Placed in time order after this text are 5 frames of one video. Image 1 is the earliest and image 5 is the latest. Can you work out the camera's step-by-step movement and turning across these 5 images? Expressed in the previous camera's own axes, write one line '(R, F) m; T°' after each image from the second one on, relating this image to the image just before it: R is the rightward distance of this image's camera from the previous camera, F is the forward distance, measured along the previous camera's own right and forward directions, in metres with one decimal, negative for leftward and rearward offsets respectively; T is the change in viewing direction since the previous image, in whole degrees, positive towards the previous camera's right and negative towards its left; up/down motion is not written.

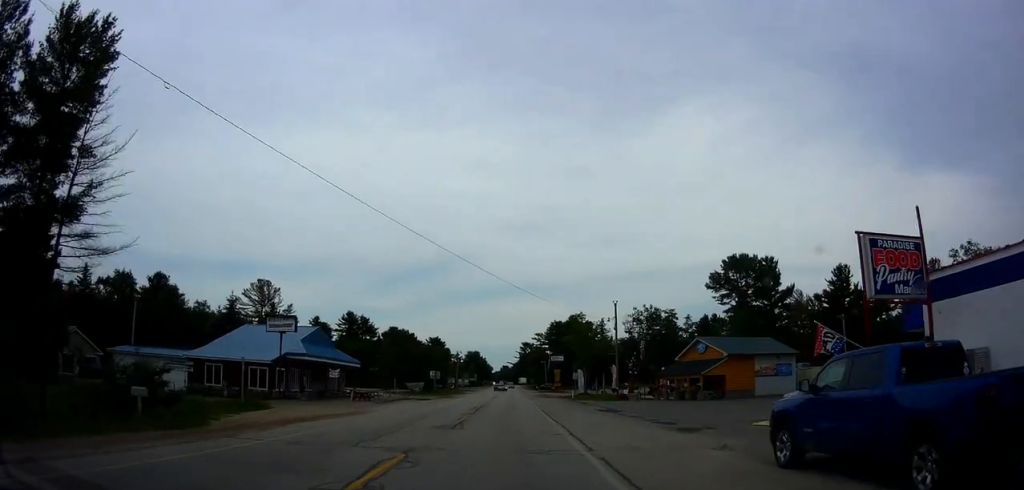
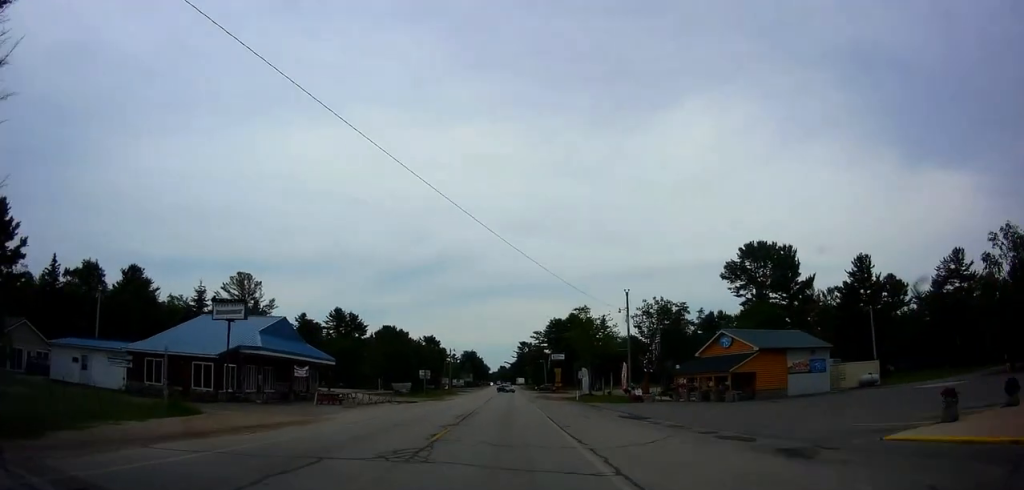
(0.0, +7.5) m; 0°
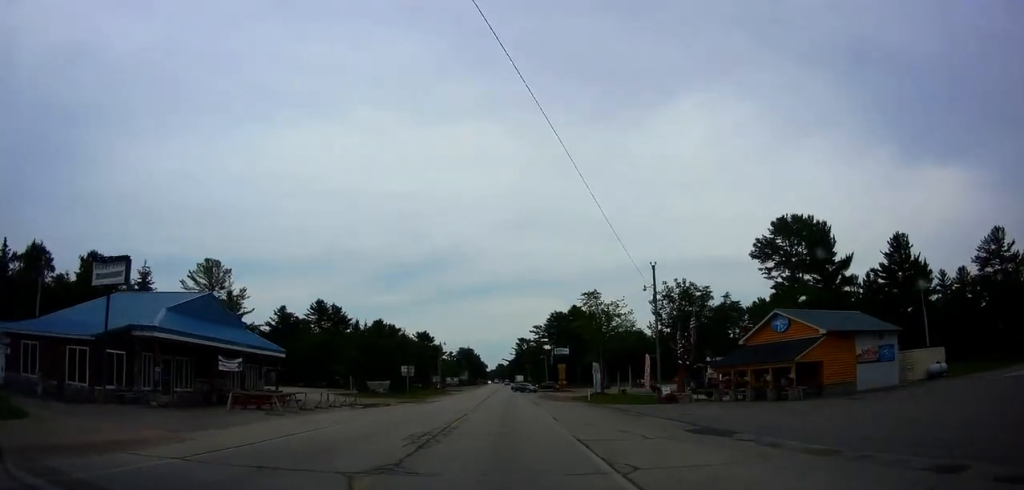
(0.0, +11.0) m; 0°
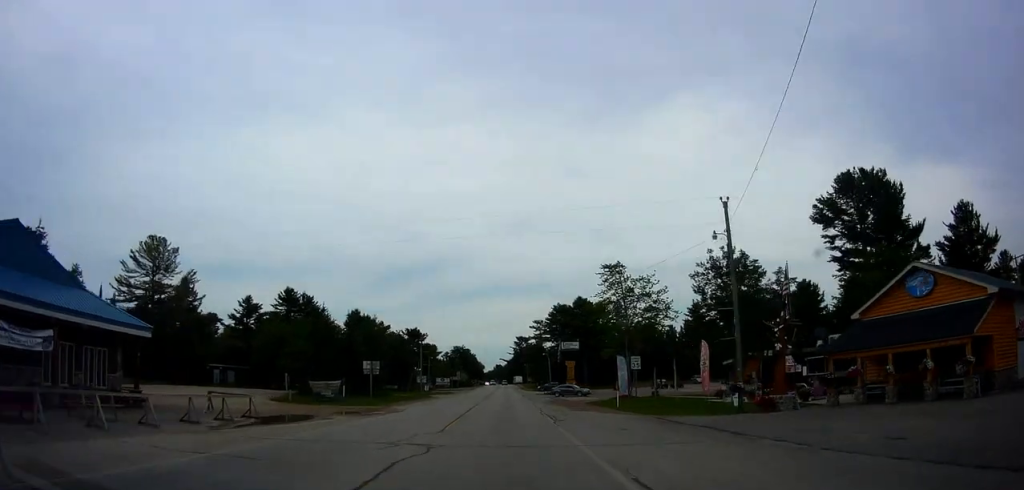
(0.0, +15.1) m; 0°
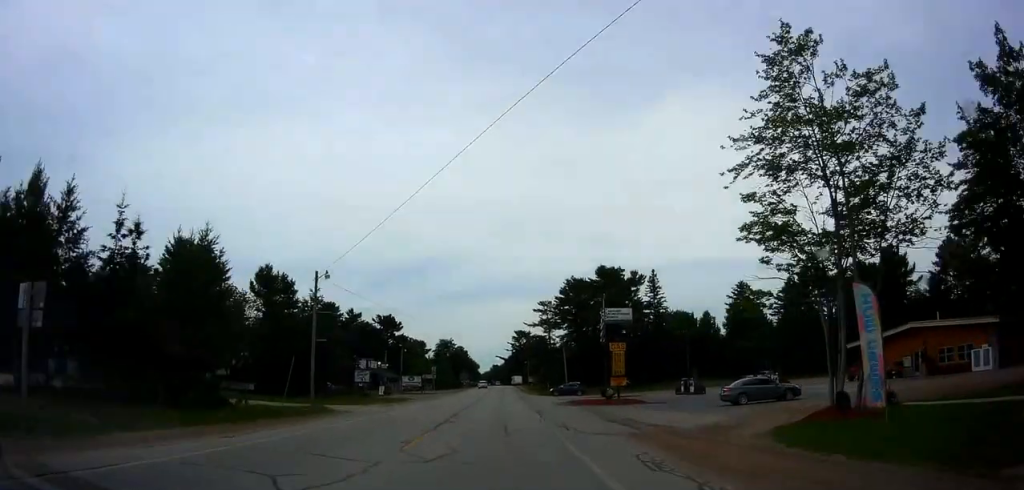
(-0.3, +34.6) m; -1°
